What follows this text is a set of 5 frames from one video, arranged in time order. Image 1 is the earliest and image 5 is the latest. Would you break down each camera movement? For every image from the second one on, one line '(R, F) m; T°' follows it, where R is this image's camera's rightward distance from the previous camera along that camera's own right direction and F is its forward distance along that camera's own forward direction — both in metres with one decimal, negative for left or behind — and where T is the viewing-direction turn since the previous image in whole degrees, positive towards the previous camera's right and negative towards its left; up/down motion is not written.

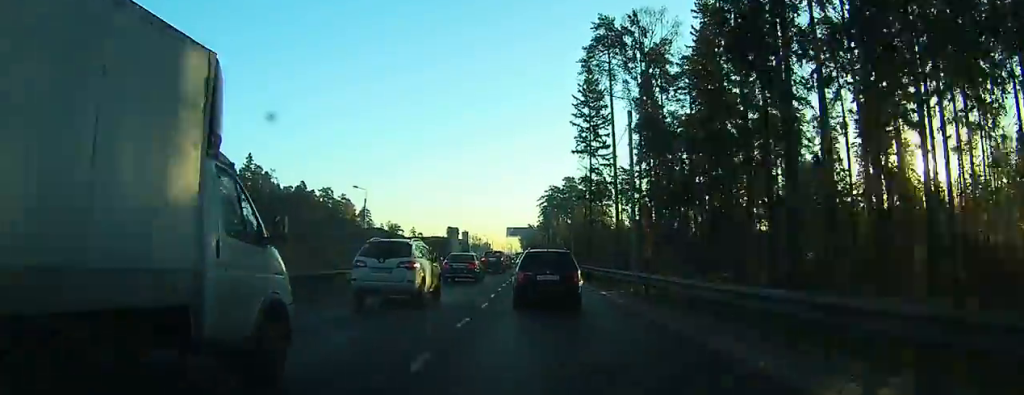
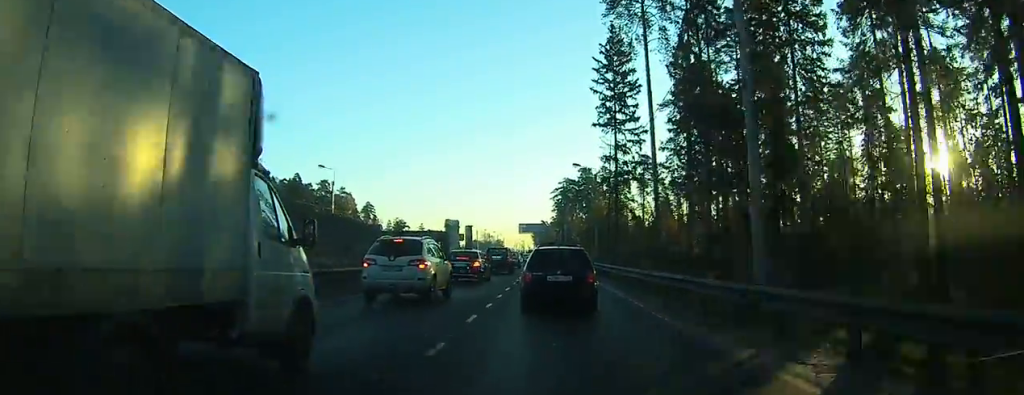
(-0.5, +14.9) m; -3°
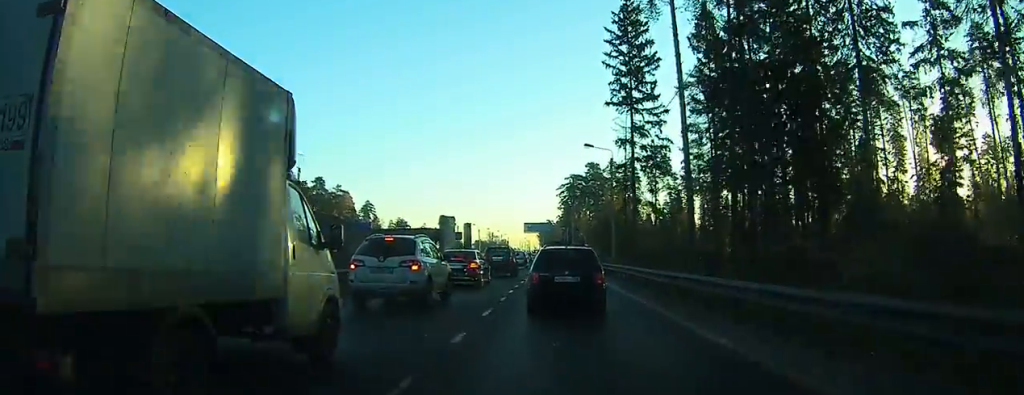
(-0.1, +10.0) m; 0°
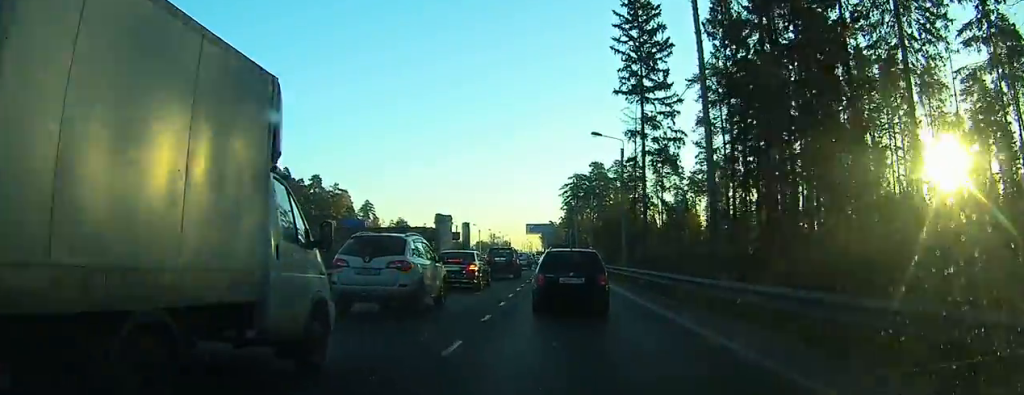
(0.0, +5.5) m; 0°
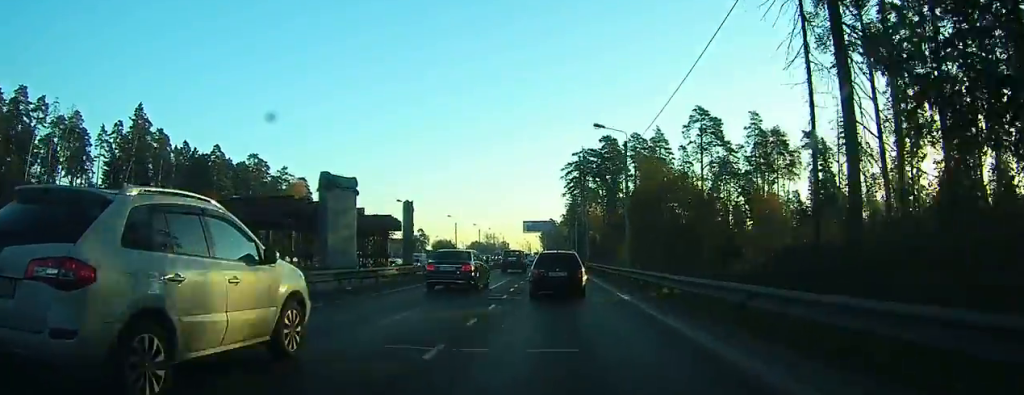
(-1.7, +38.8) m; -4°
